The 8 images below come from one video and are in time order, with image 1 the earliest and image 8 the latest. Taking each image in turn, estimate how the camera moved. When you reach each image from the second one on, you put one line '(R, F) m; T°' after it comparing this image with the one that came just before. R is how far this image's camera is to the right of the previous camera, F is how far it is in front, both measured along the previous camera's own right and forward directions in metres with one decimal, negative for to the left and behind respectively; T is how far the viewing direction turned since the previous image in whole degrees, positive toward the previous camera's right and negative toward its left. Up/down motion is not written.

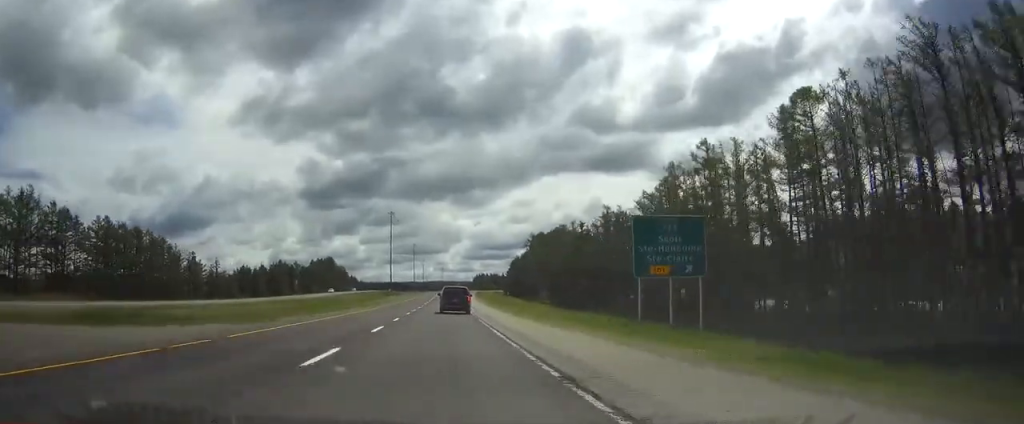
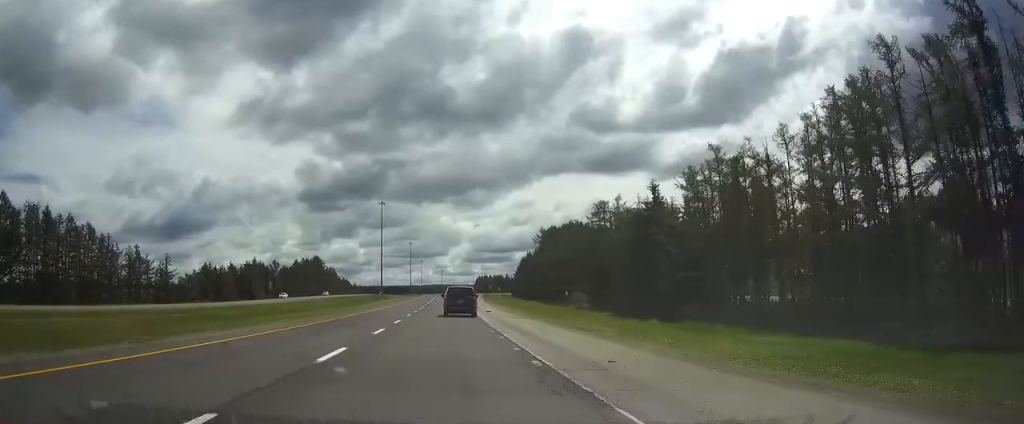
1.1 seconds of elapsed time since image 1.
(0.0, +35.2) m; 0°
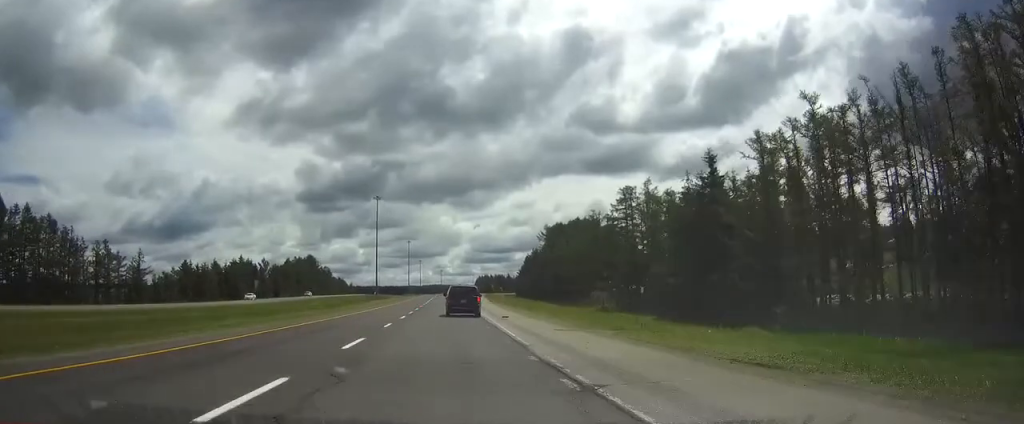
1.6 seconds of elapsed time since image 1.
(0.0, +14.5) m; 0°
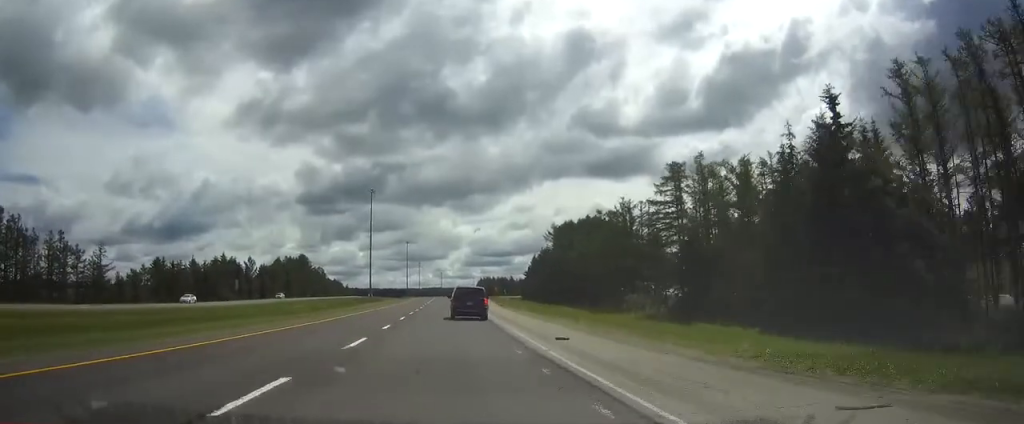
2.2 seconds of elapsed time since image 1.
(0.0, +17.7) m; 0°
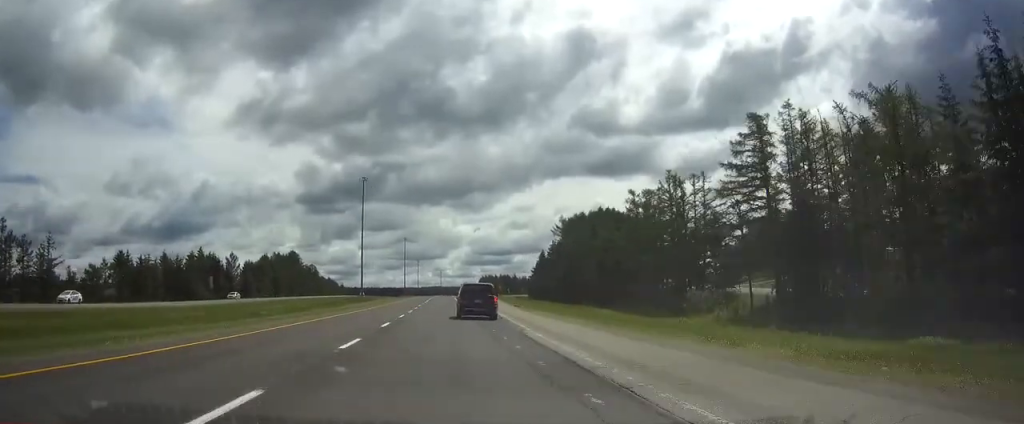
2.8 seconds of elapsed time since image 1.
(0.0, +18.7) m; 0°
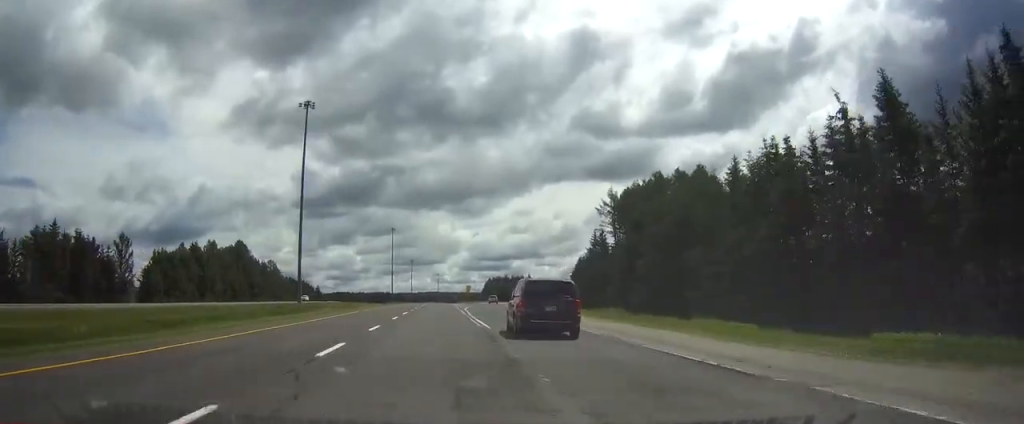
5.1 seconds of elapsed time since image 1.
(+0.1, +72.3) m; 0°
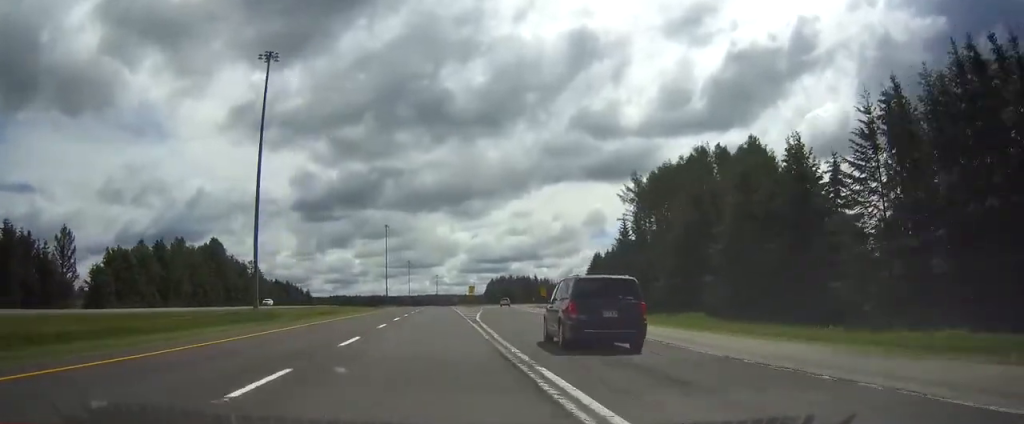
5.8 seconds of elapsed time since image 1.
(-0.1, +23.2) m; 0°
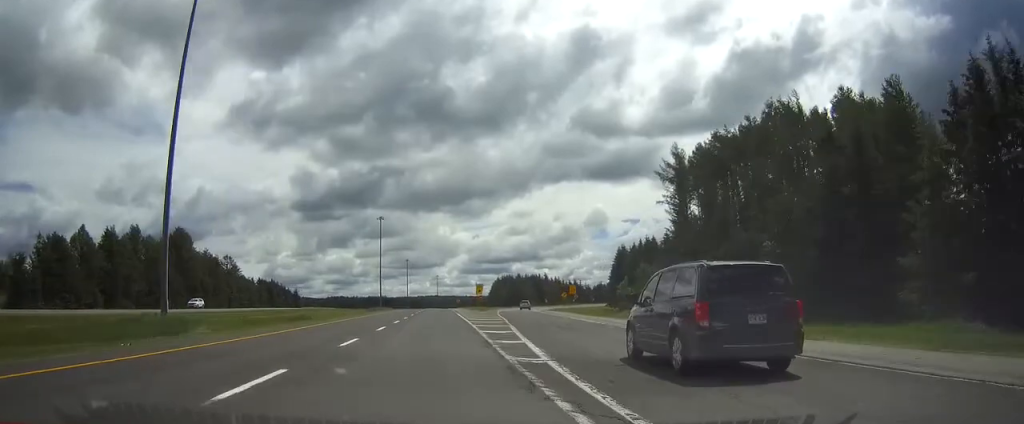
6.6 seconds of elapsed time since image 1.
(0.0, +26.4) m; 0°
